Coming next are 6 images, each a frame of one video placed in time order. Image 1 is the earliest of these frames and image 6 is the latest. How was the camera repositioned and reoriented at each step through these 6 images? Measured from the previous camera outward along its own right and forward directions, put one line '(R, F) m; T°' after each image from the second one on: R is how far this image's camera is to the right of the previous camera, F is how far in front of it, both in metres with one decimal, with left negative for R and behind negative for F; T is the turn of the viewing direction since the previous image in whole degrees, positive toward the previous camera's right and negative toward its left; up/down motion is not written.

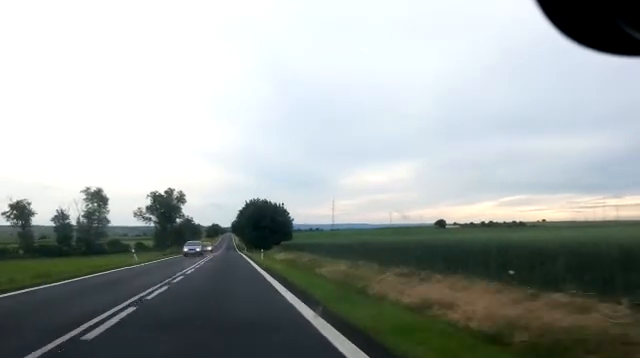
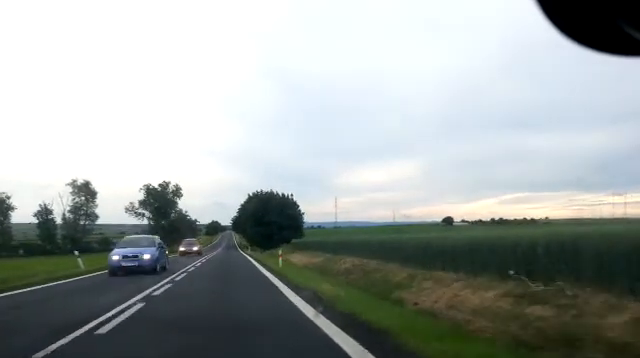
(-0.1, +13.1) m; 0°
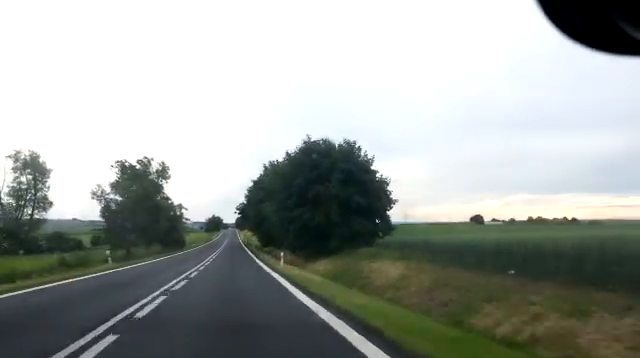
(+0.1, +39.0) m; 0°
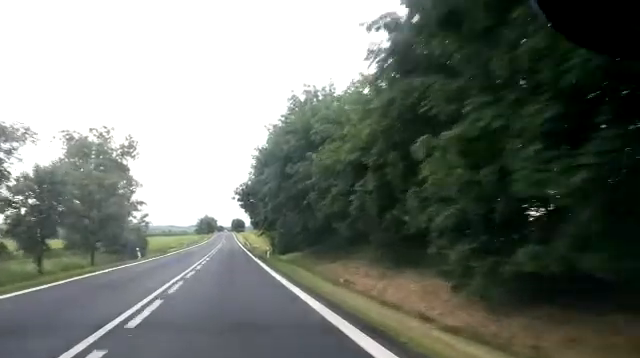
(-0.5, +32.2) m; 0°
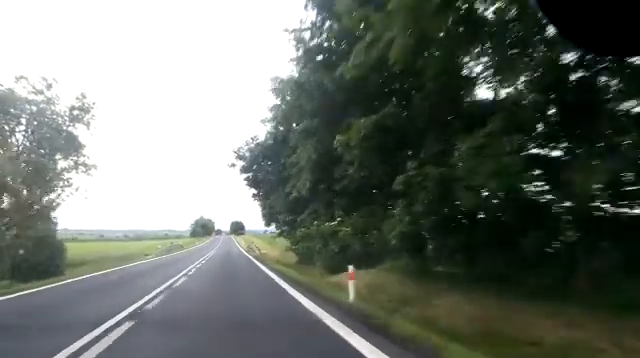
(+0.3, +24.6) m; +1°
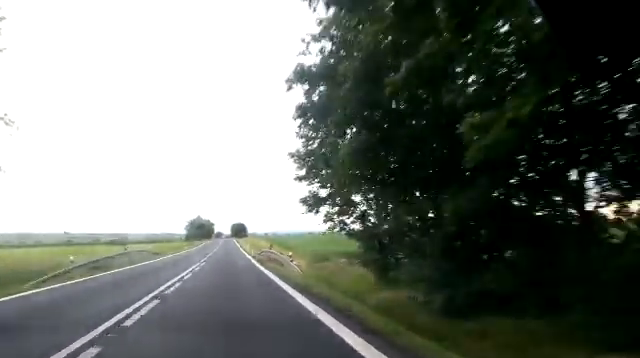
(+0.2, +23.7) m; 0°
